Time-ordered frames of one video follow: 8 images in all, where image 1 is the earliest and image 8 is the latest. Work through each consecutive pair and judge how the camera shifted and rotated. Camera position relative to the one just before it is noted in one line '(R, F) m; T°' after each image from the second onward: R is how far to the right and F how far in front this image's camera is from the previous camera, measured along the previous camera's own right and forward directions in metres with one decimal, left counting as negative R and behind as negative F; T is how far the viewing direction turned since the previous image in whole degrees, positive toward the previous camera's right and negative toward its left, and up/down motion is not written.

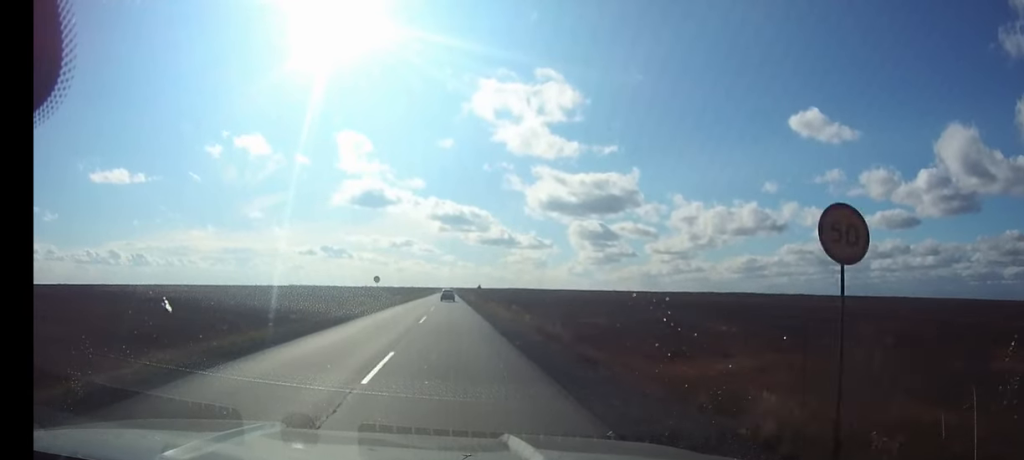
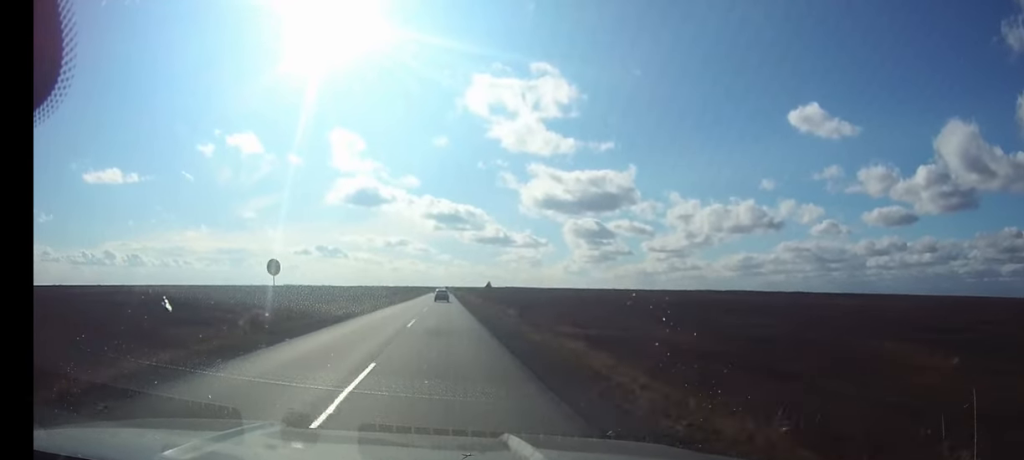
(+0.1, +32.2) m; 0°
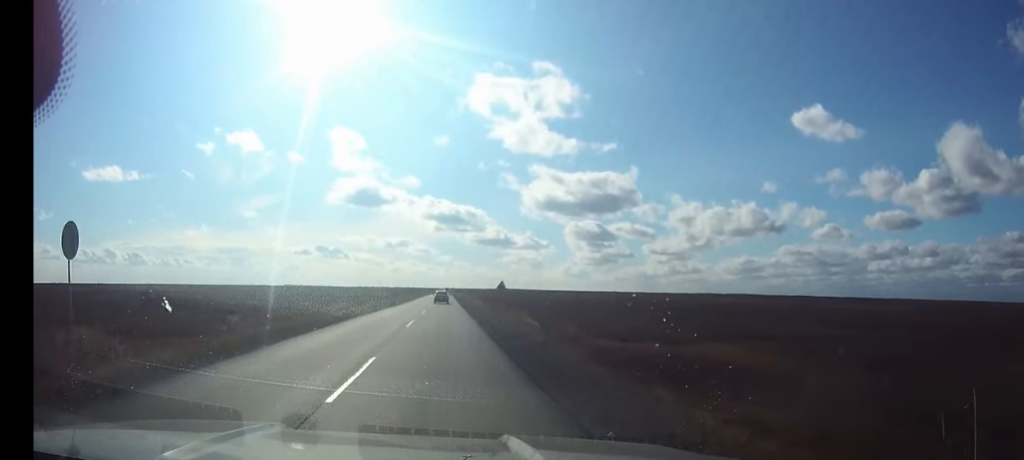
(0.0, +15.1) m; 0°
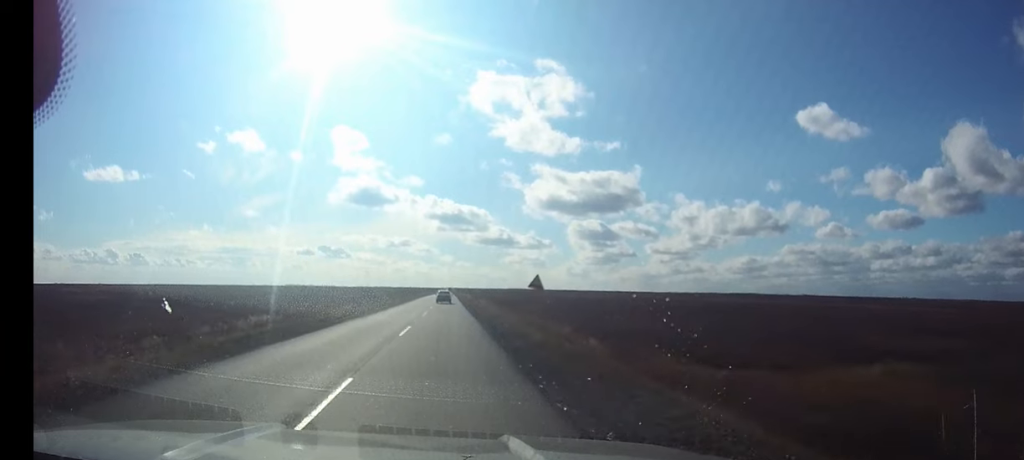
(0.0, +18.4) m; 0°
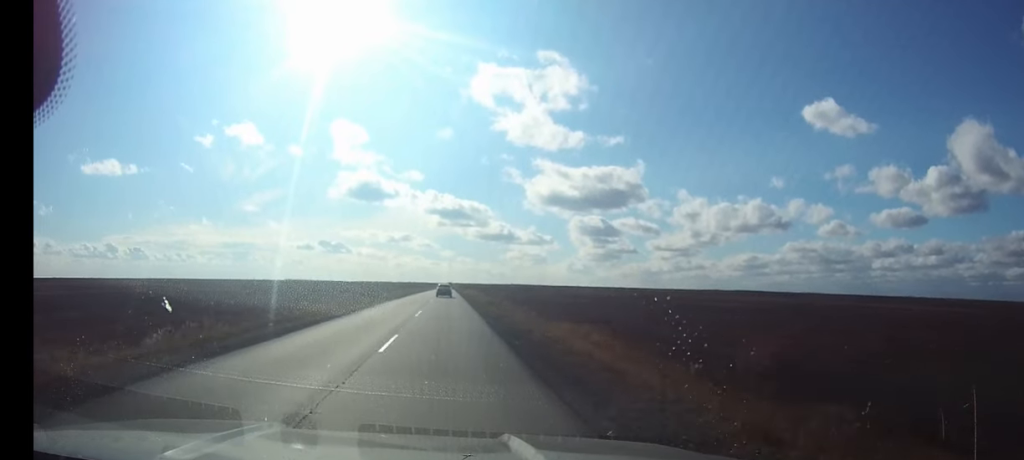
(0.0, +37.0) m; 0°
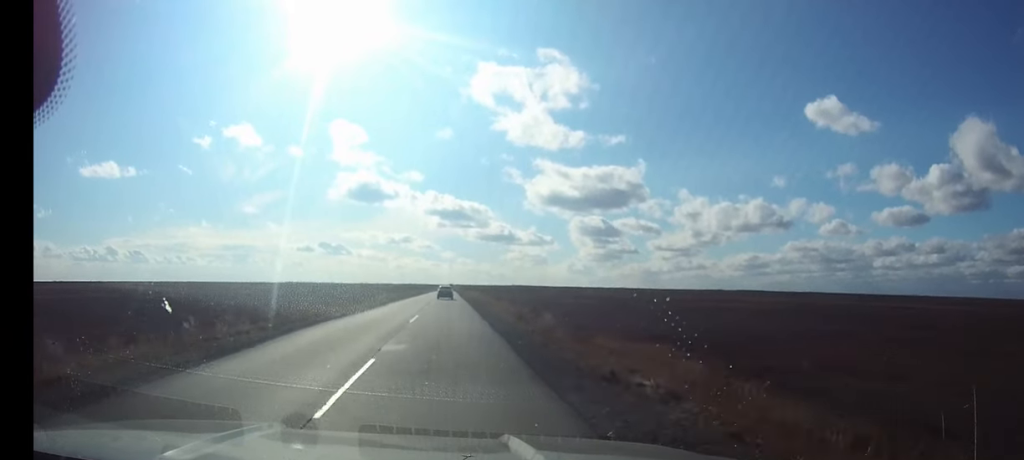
(0.0, +20.5) m; 0°
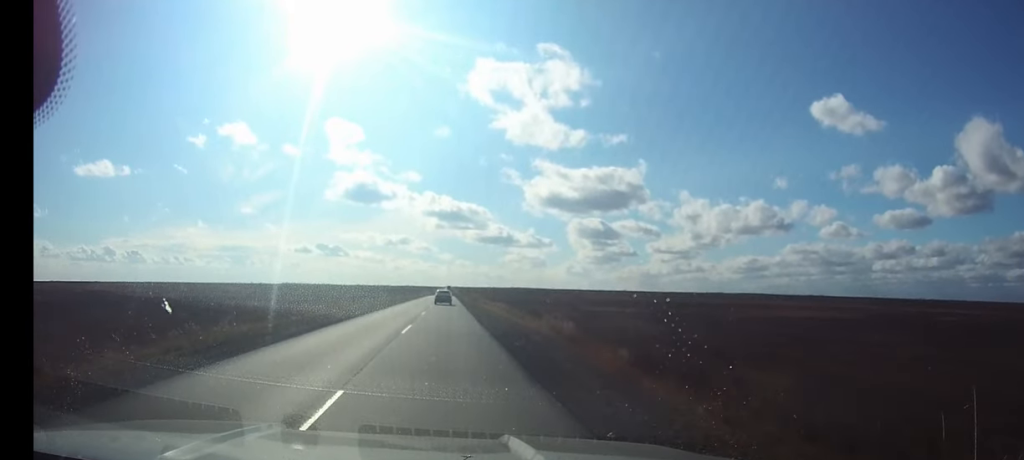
(0.0, +52.3) m; 0°
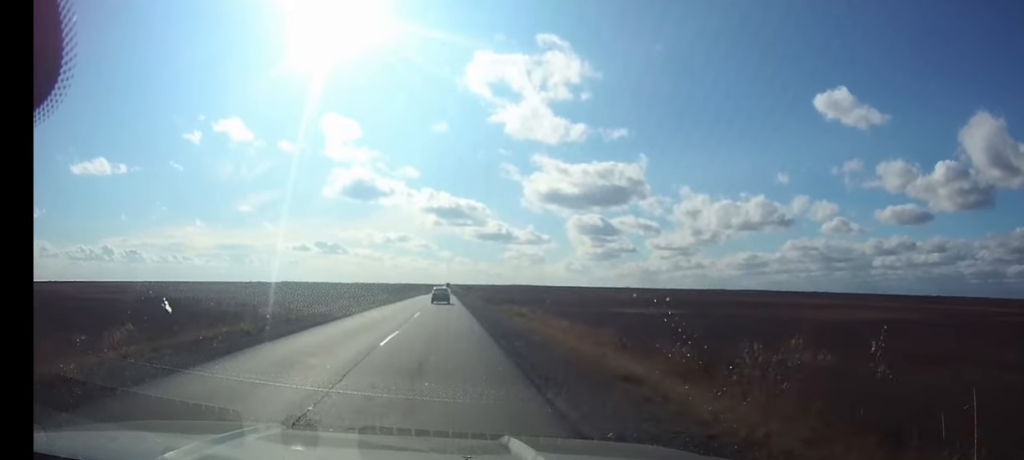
(0.0, +35.6) m; 0°
